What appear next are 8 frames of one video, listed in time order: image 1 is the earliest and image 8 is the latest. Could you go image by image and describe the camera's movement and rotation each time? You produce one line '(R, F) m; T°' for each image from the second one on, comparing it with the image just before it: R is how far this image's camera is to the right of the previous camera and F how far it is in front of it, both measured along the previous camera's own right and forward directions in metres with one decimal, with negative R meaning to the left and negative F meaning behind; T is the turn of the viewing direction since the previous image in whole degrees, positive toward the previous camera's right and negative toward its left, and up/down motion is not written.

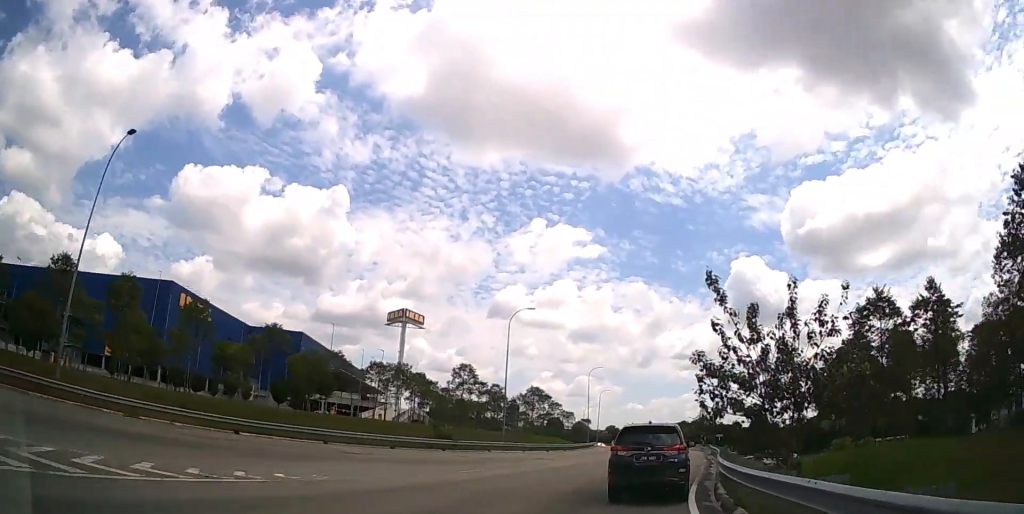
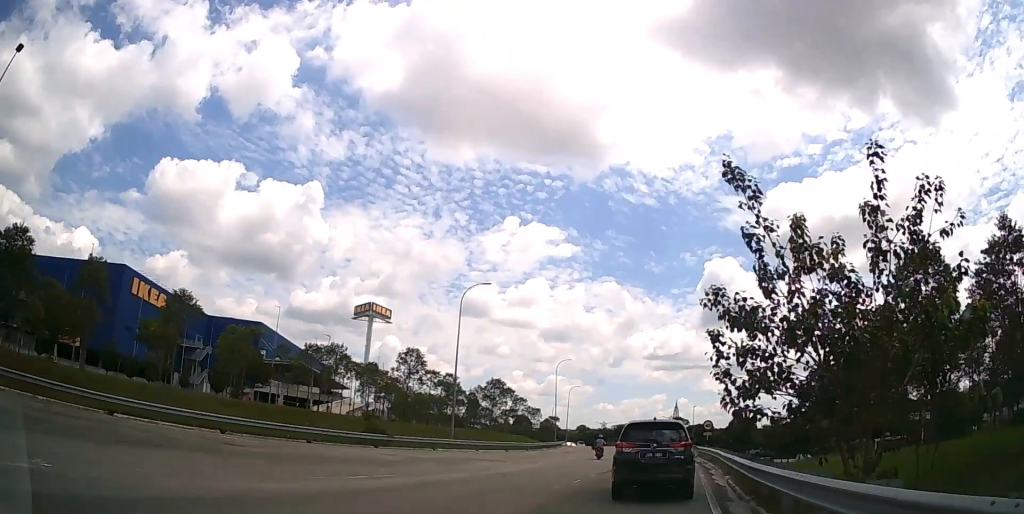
(+0.2, +7.2) m; +3°
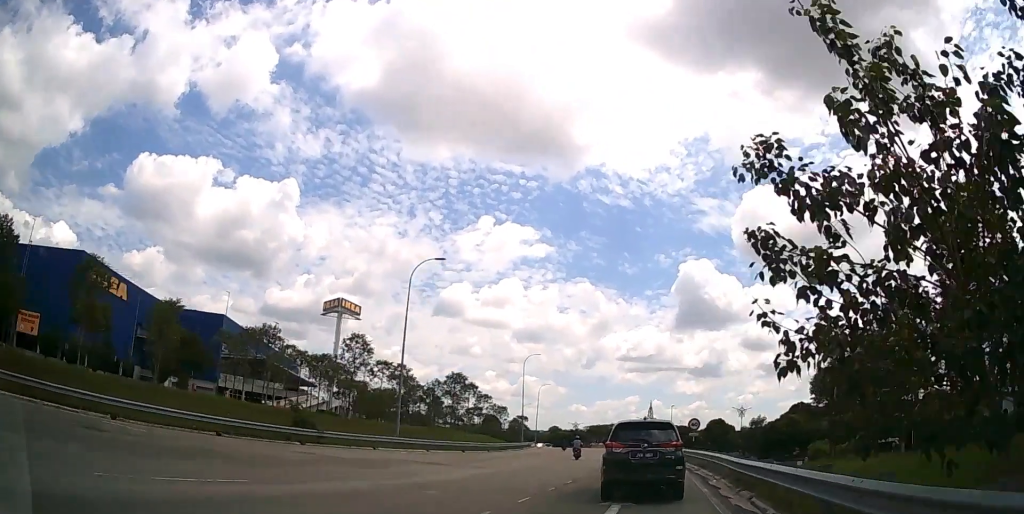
(+0.1, +5.7) m; +2°
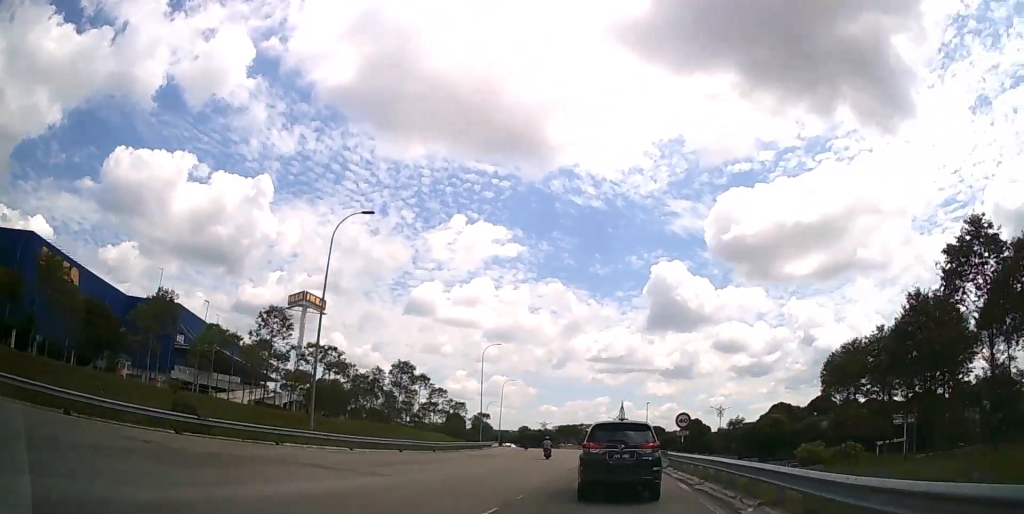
(+0.2, +7.4) m; +2°
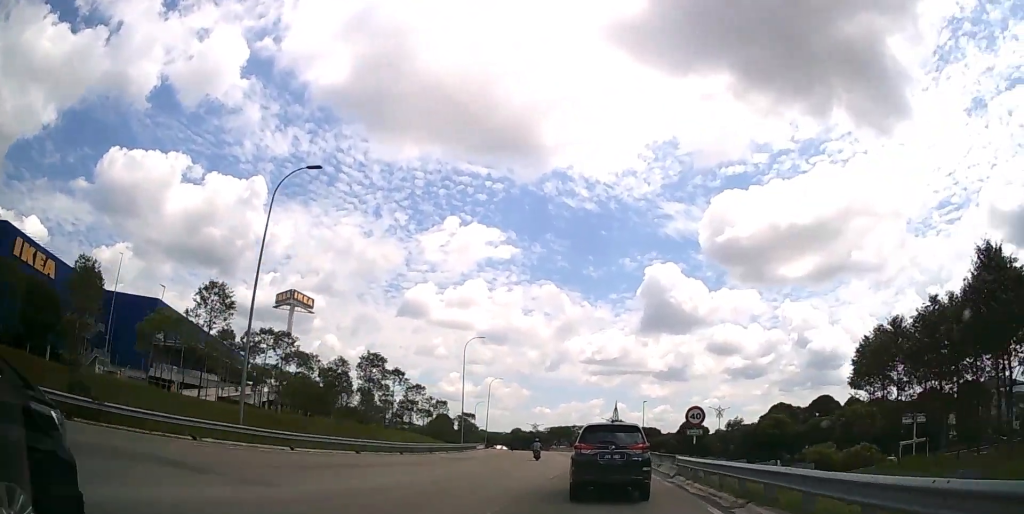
(+0.1, +6.2) m; +1°
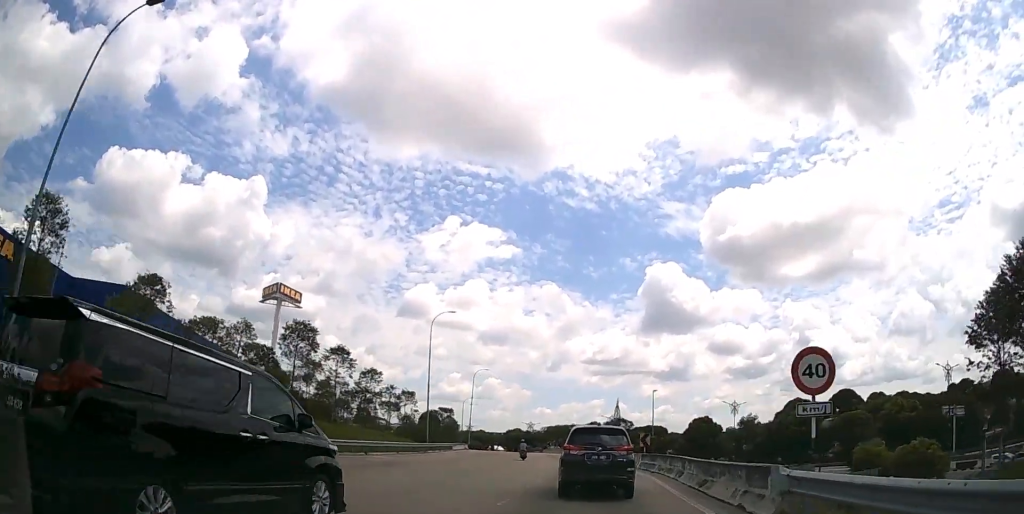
(+0.1, +13.2) m; -1°
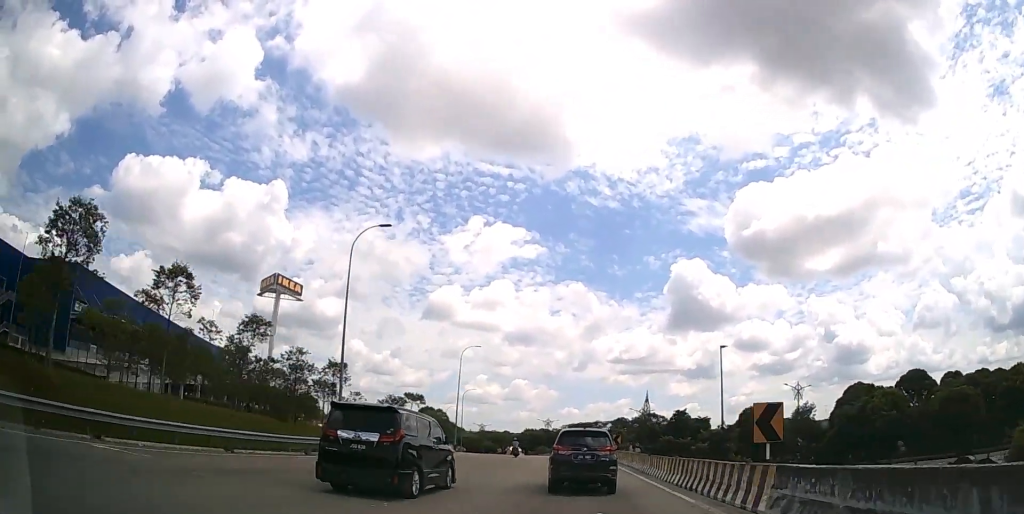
(-0.6, +21.8) m; -4°
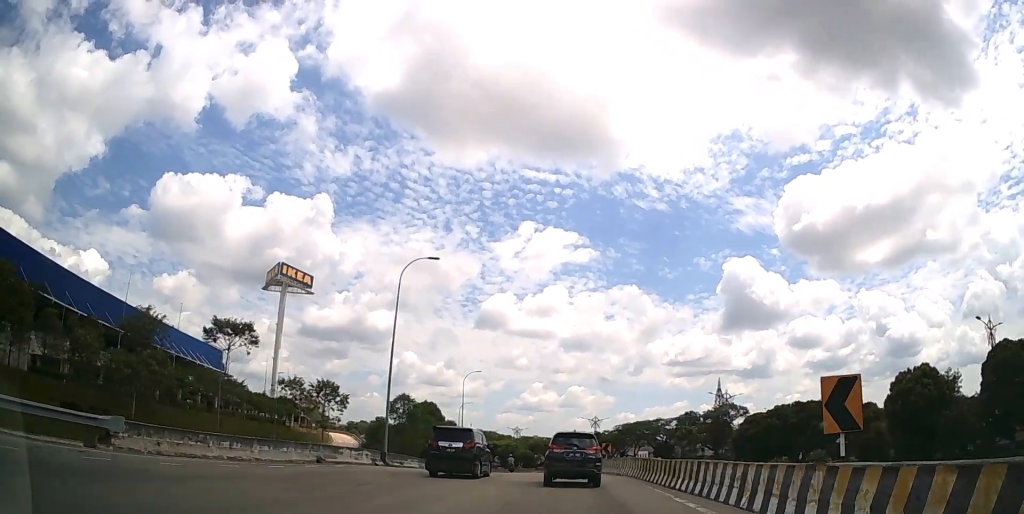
(-1.7, +34.4) m; -6°
